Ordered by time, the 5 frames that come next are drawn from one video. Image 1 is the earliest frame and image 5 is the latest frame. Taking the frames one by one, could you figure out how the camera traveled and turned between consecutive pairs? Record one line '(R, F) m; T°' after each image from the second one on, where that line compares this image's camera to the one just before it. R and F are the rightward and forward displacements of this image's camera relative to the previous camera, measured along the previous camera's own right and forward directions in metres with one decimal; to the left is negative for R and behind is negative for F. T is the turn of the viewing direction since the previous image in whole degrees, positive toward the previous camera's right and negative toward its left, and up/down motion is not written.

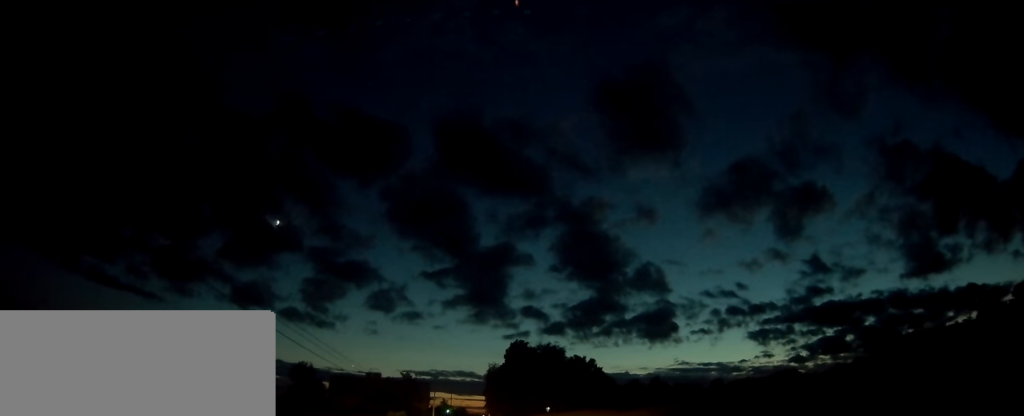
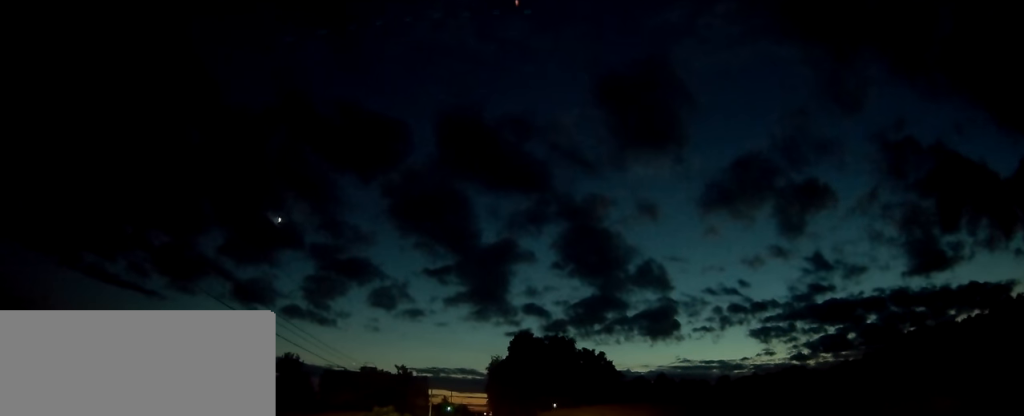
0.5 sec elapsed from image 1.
(0.0, +9.7) m; 0°
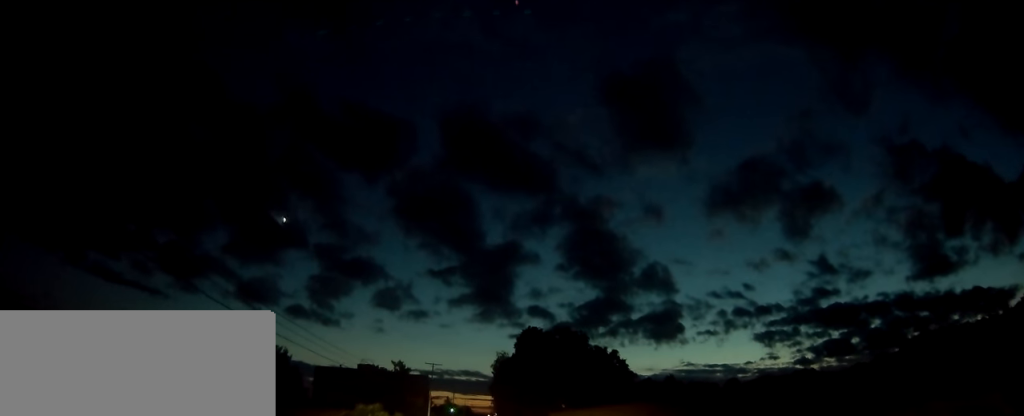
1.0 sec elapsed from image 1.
(0.0, +9.1) m; 0°
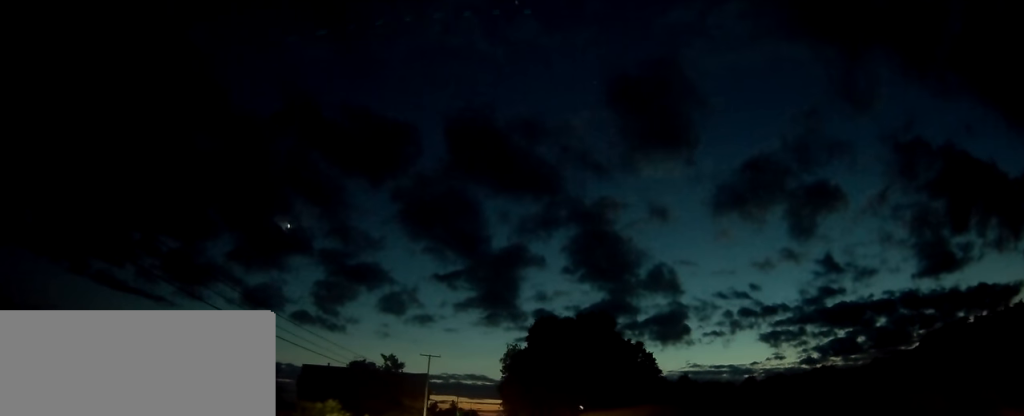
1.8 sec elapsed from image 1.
(0.0, +16.1) m; 0°
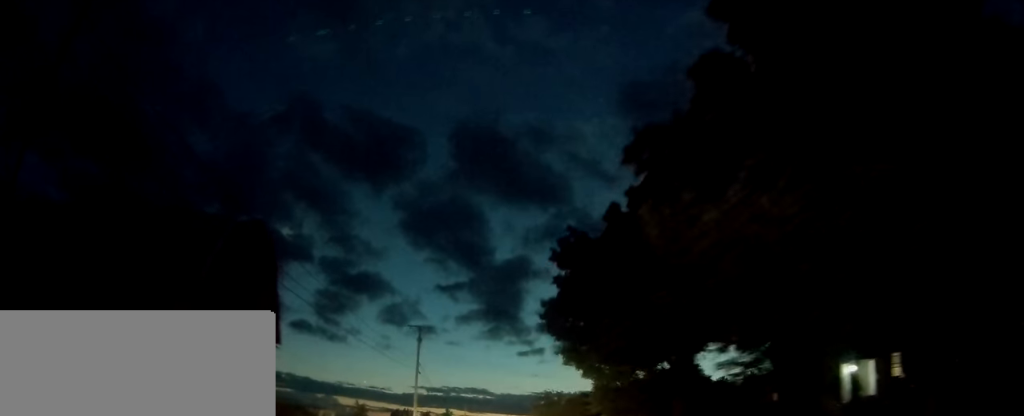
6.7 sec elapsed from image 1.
(+0.8, +91.8) m; 0°
